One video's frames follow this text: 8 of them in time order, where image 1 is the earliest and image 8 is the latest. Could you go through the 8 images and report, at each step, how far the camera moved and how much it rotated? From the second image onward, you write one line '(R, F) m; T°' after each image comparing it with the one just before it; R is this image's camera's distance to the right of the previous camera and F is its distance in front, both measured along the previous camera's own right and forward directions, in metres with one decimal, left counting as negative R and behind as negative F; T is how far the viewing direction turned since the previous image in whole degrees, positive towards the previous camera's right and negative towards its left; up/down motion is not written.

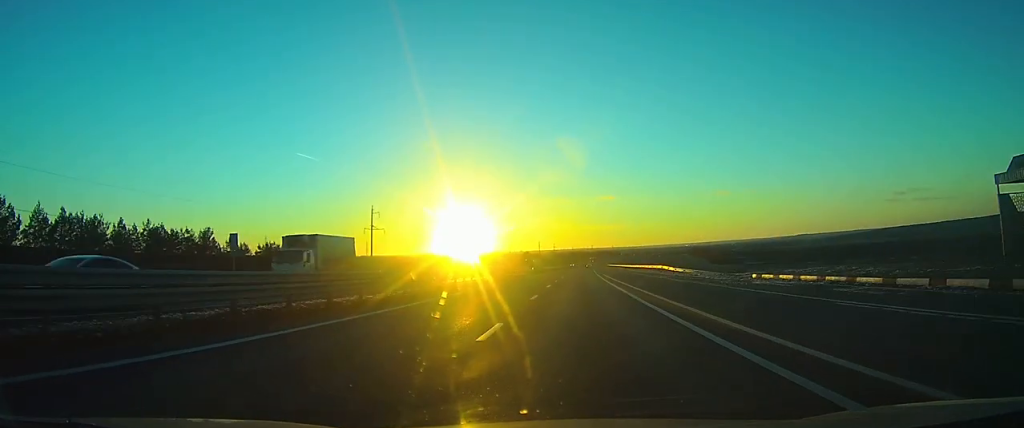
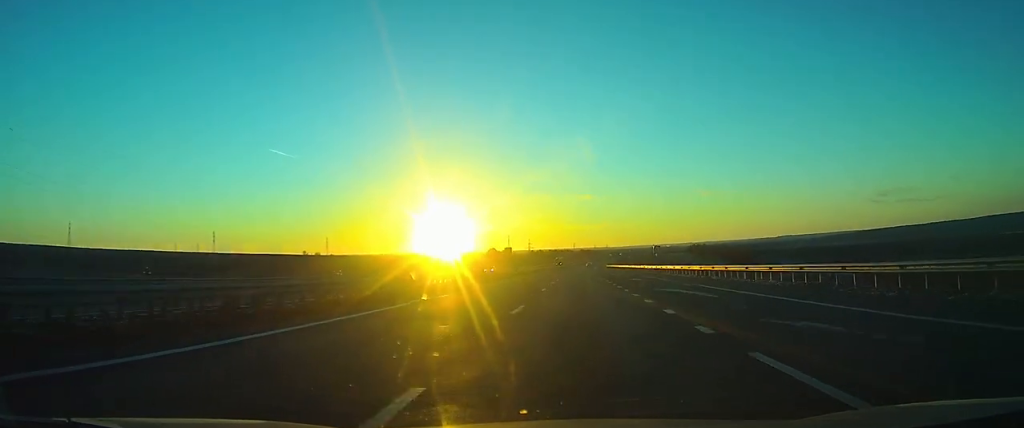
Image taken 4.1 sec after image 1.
(+0.9, +116.8) m; +1°
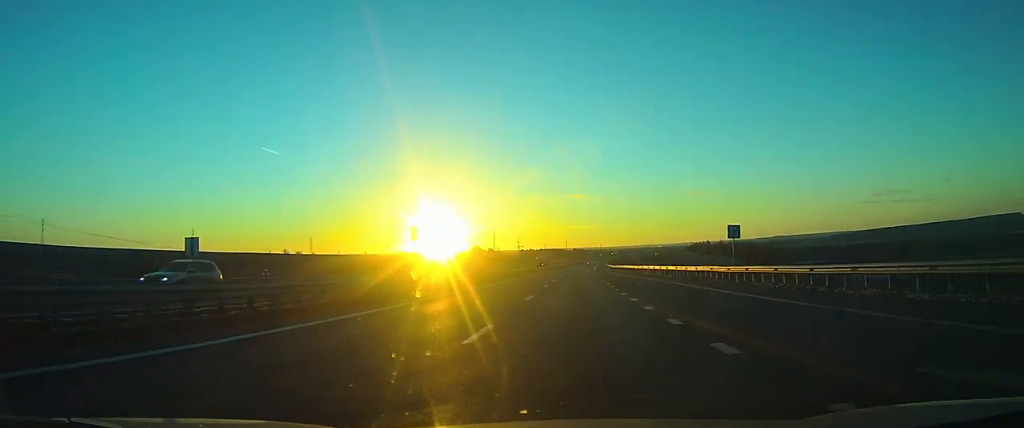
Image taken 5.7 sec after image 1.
(+0.2, +40.7) m; +1°
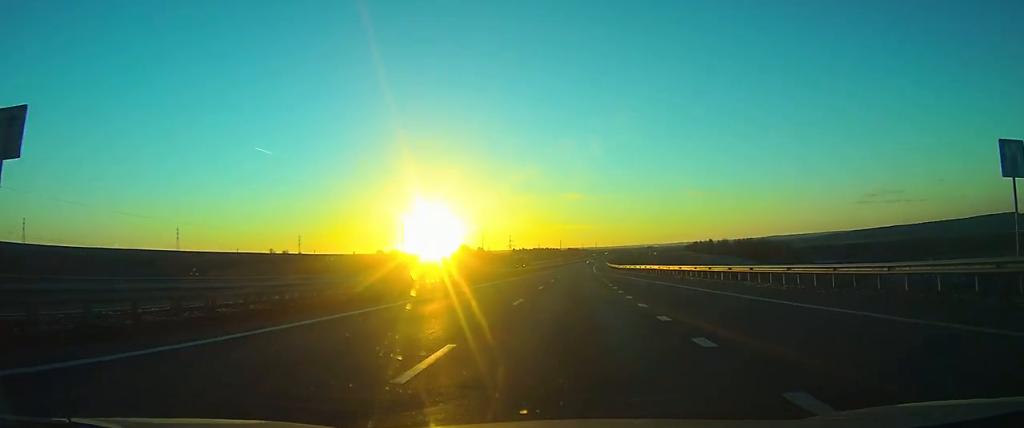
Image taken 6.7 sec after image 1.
(0.0, +26.2) m; 0°
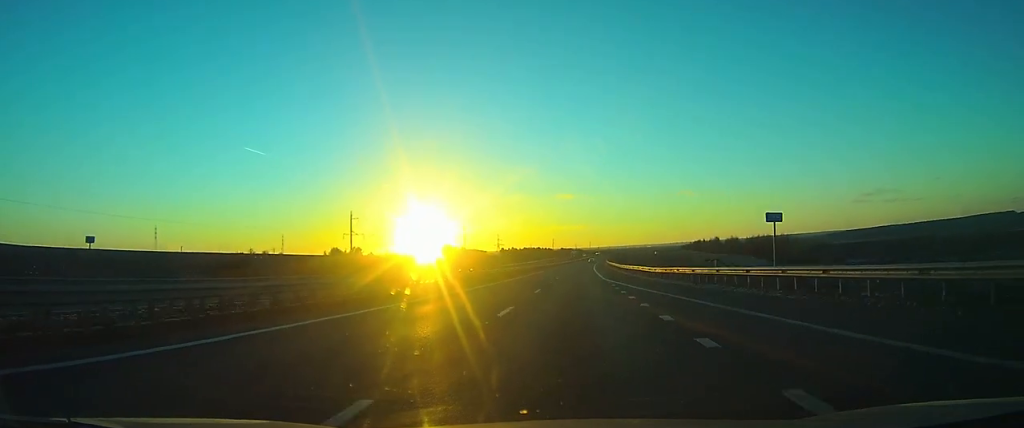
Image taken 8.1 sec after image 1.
(+0.4, +38.0) m; +1°
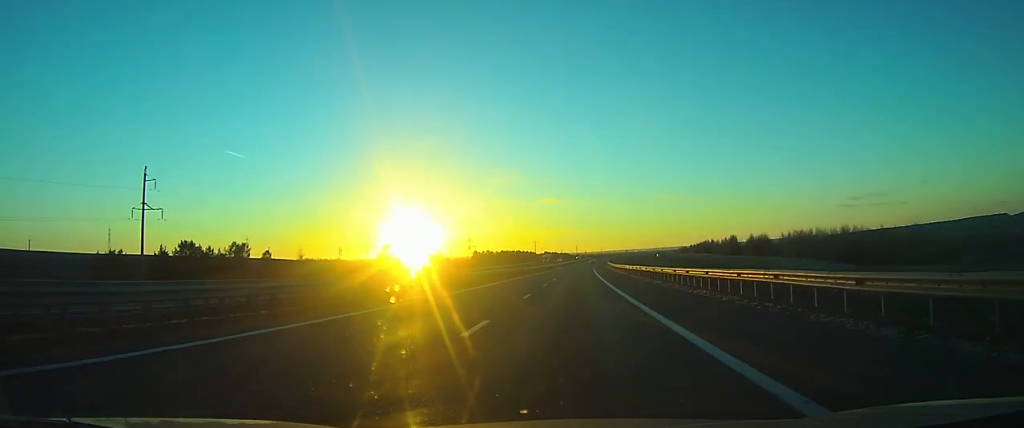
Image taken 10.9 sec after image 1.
(+0.9, +77.9) m; +2°
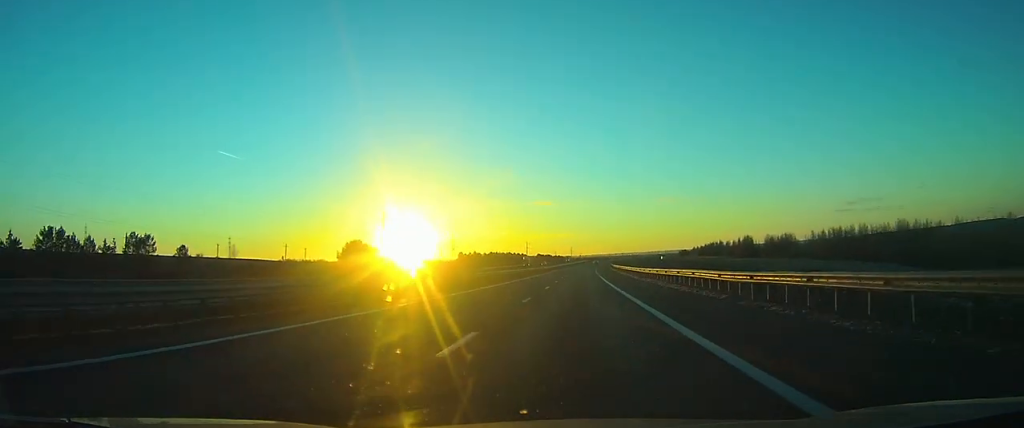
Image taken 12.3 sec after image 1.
(+0.4, +39.7) m; +1°
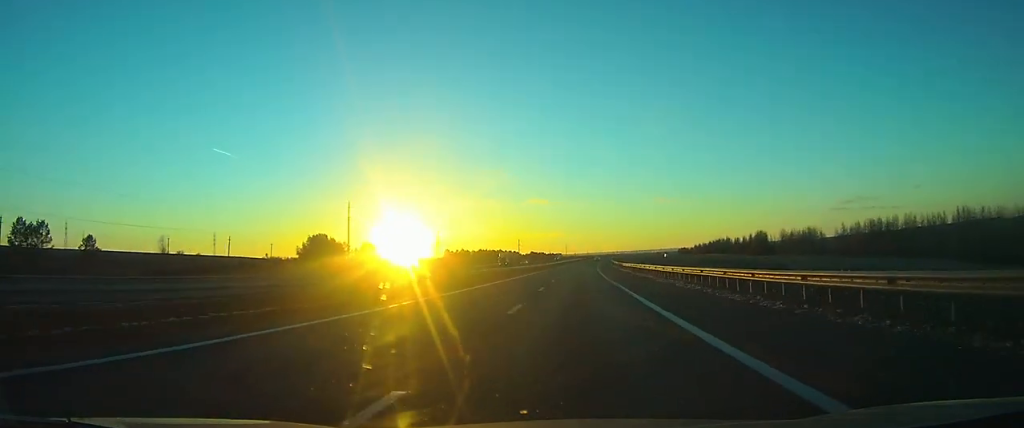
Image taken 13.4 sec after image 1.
(+0.2, +29.6) m; +1°
